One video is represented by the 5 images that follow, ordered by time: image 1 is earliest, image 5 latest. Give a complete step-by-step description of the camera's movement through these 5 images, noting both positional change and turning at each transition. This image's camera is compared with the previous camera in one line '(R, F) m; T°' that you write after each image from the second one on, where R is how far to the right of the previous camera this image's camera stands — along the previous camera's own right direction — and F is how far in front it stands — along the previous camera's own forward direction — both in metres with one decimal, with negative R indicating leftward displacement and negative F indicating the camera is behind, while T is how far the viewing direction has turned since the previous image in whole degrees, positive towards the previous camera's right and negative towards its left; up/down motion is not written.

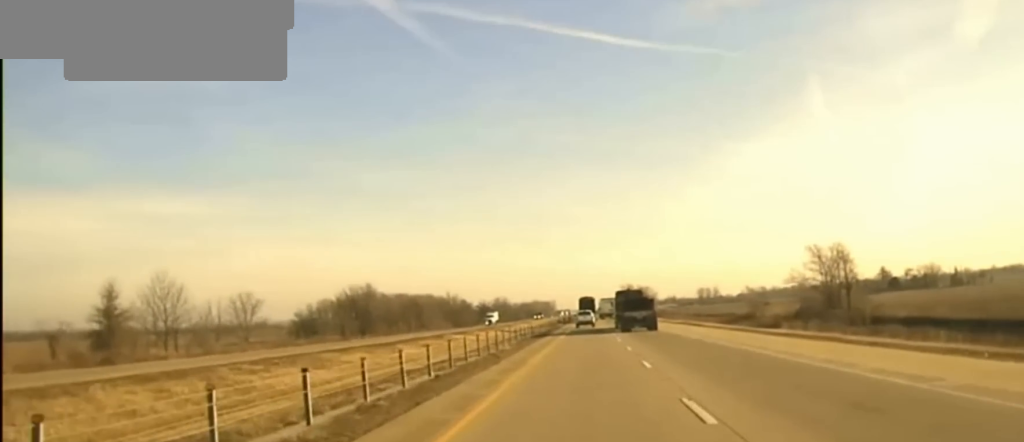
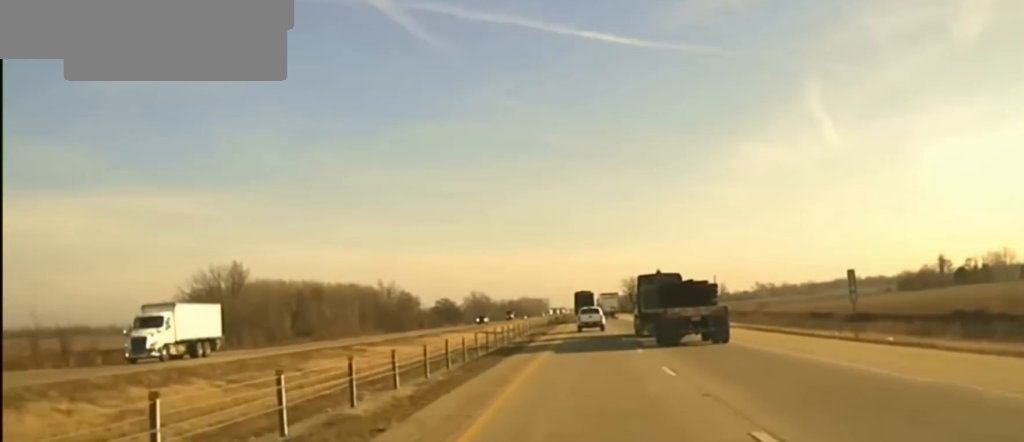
(-0.3, +128.6) m; 0°
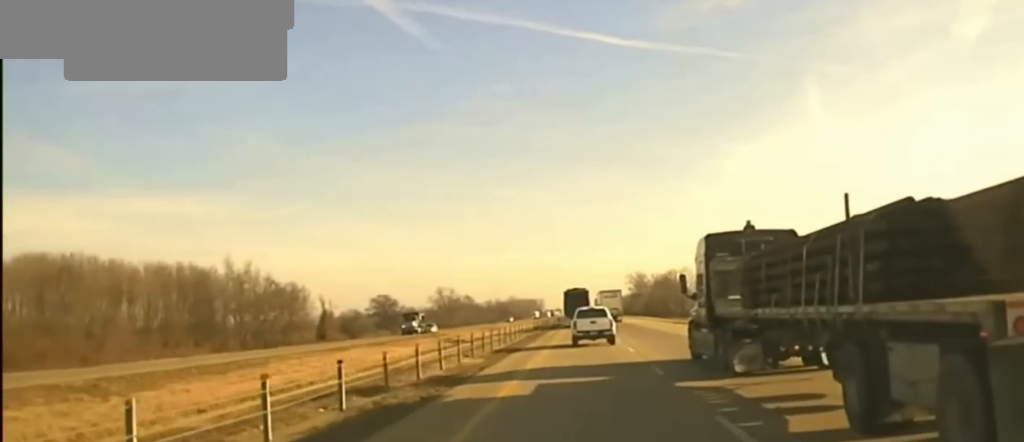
(+0.4, +90.2) m; 0°
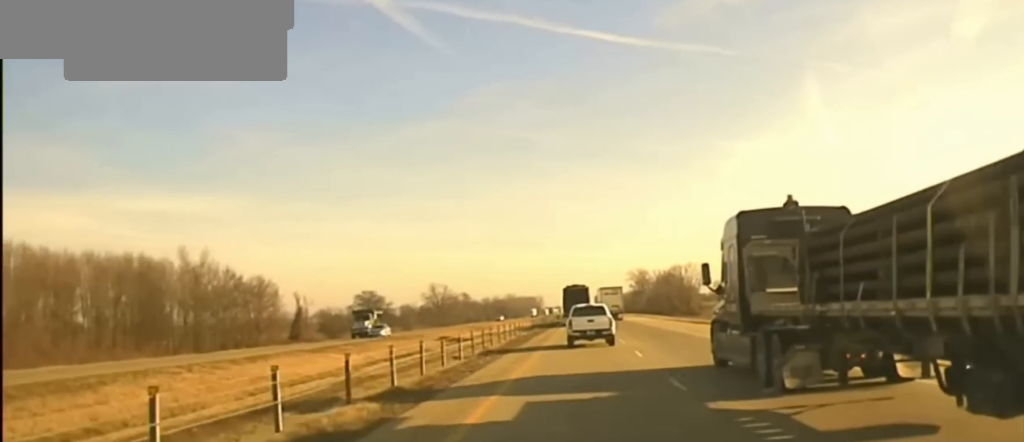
(0.0, +14.2) m; 0°
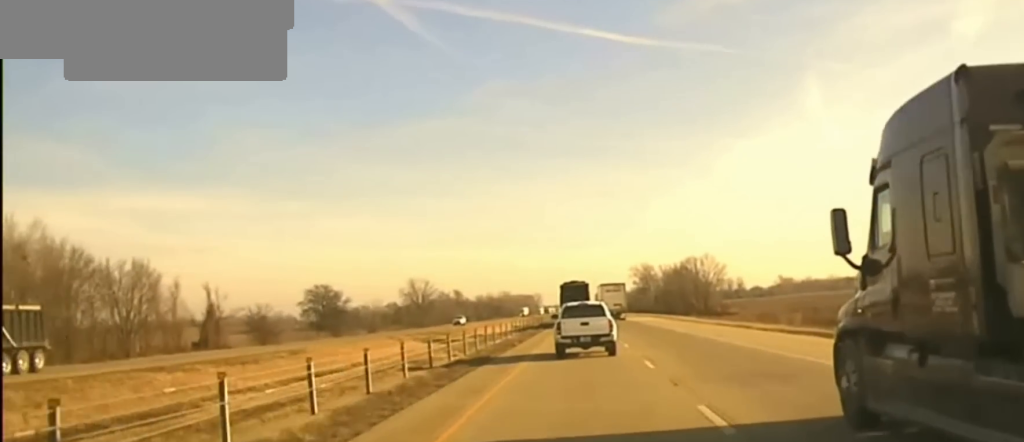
(+0.1, +47.0) m; 0°
